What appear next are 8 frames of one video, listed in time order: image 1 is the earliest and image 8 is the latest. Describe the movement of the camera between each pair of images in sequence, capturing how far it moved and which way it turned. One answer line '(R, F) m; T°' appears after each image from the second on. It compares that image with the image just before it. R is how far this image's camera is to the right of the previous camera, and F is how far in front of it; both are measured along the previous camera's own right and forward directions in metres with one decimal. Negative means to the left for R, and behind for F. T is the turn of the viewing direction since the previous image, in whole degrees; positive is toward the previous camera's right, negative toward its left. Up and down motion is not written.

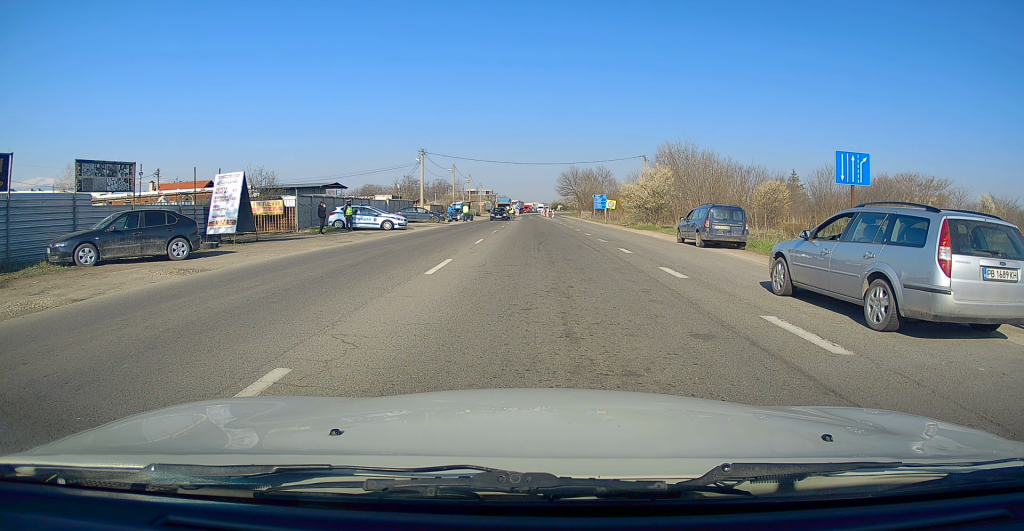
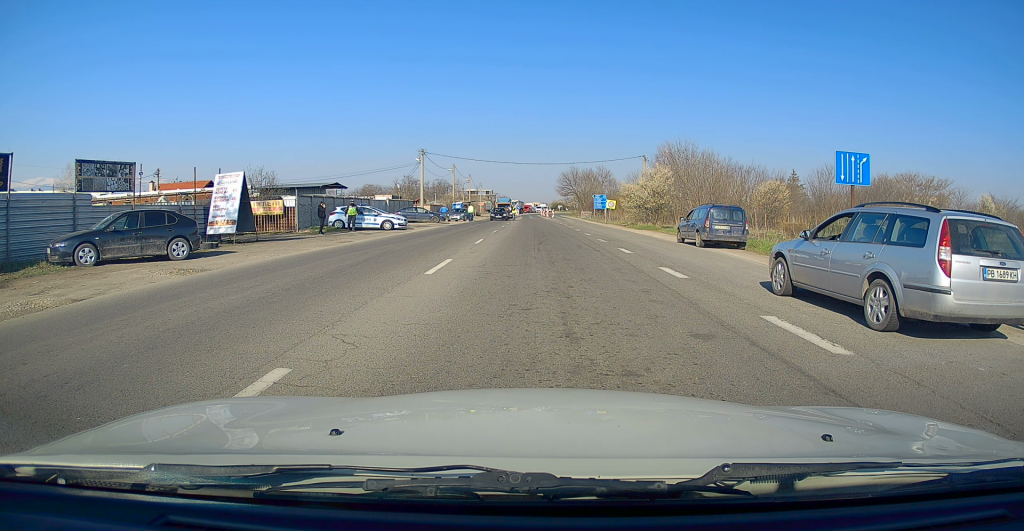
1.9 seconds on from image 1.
(0.0, 0.0) m; 0°
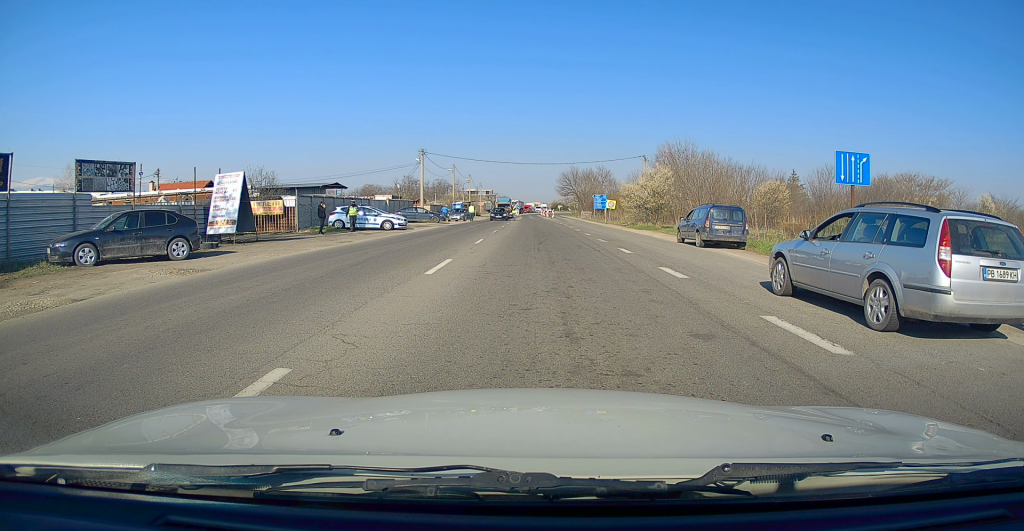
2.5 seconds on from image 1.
(0.0, 0.0) m; 0°
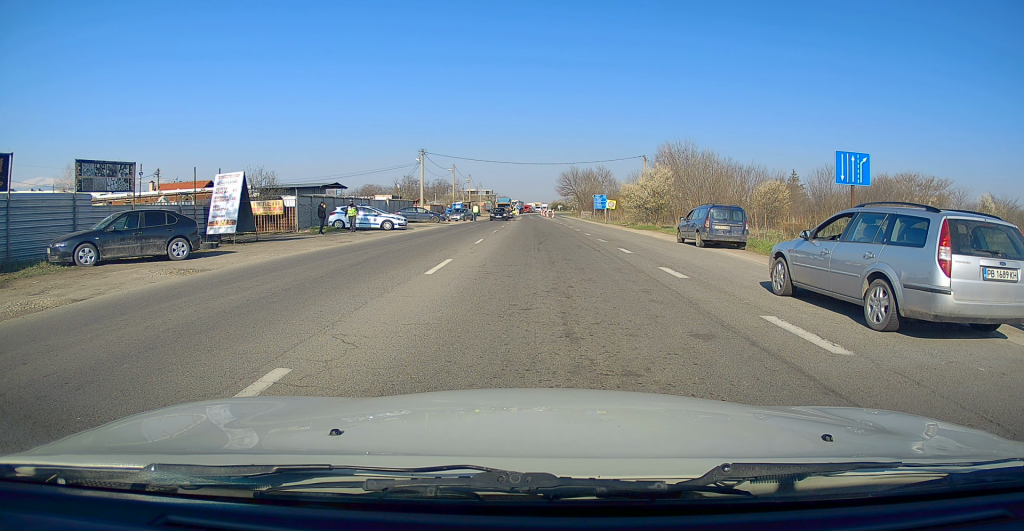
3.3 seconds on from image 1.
(0.0, 0.0) m; 0°
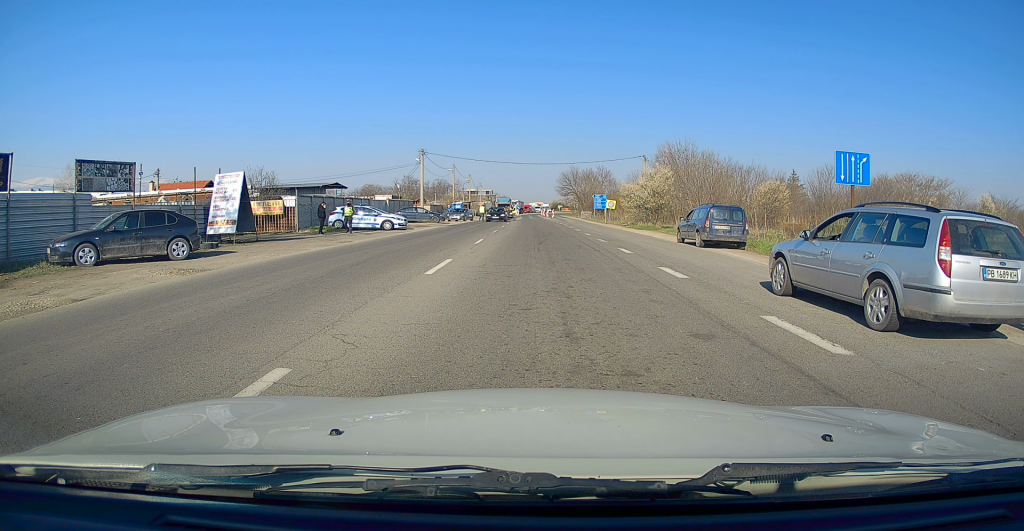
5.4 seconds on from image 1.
(0.0, 0.0) m; 0°
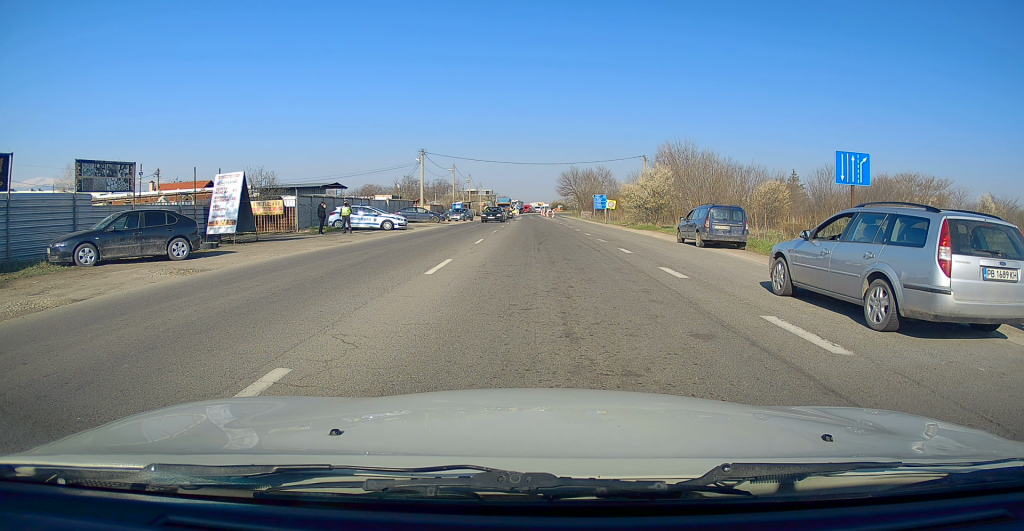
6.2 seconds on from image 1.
(0.0, 0.0) m; 0°
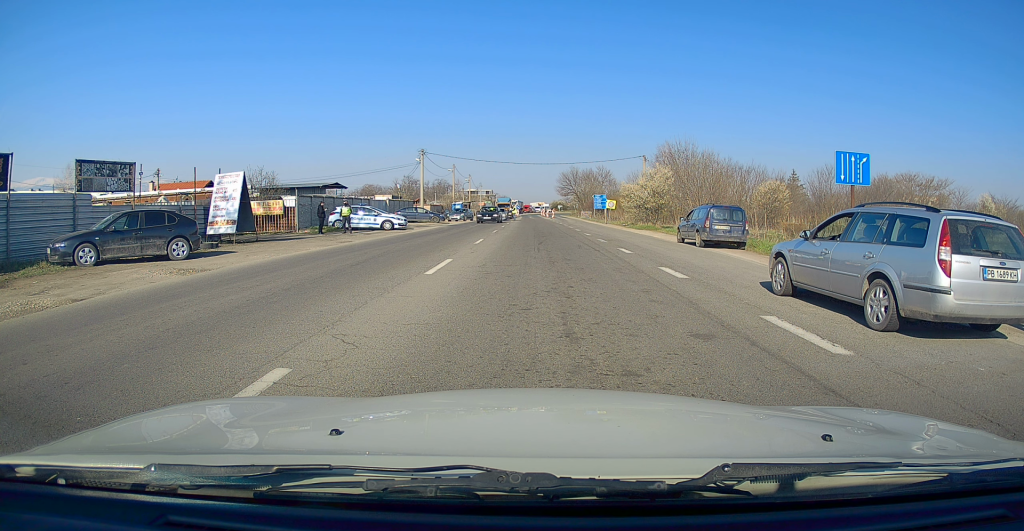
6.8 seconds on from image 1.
(0.0, 0.0) m; 0°
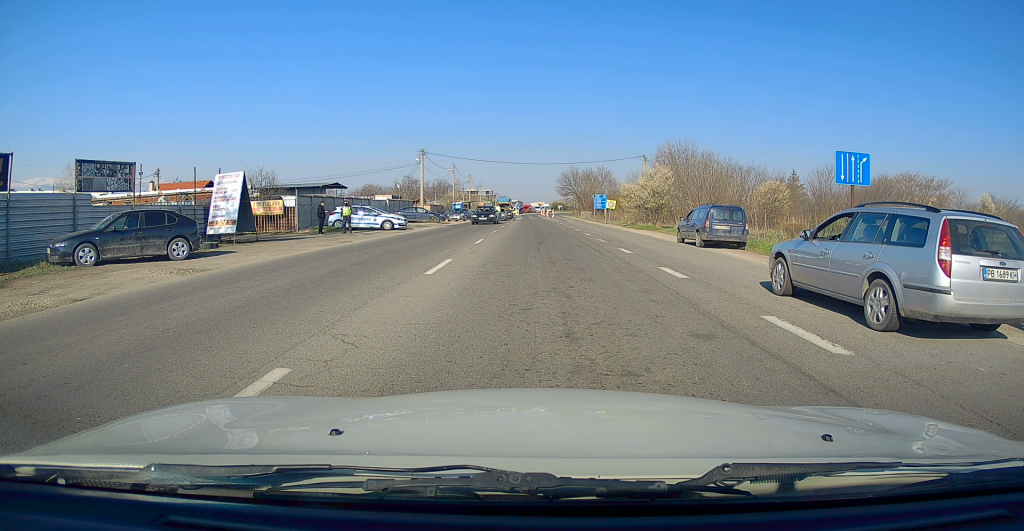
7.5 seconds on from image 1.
(0.0, 0.0) m; 0°
